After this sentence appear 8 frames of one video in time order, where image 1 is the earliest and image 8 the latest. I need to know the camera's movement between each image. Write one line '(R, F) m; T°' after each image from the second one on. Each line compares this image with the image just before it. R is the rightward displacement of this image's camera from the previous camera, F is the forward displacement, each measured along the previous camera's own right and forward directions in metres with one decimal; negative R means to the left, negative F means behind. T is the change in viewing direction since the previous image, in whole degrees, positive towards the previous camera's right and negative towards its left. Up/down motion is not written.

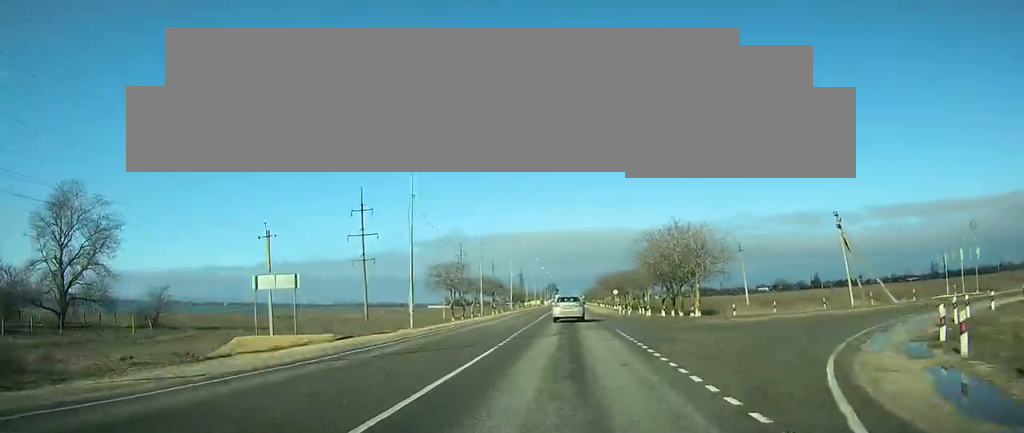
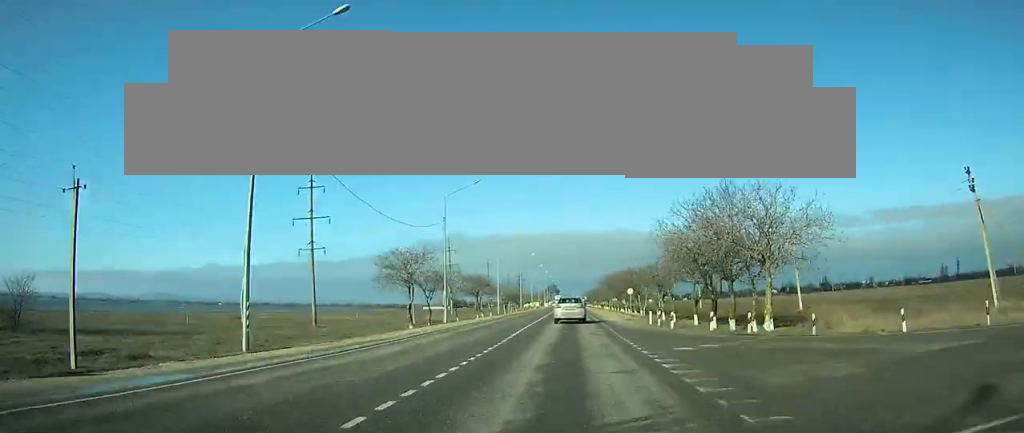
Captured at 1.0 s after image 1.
(-0.1, +20.7) m; 0°
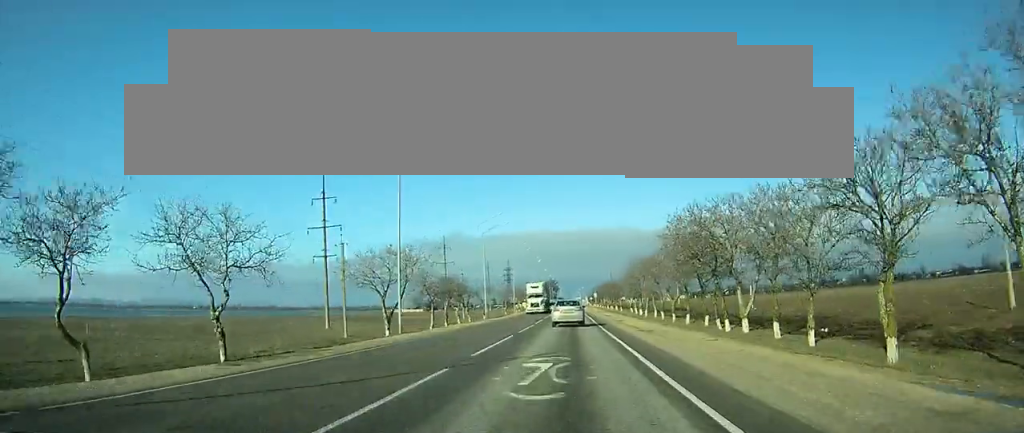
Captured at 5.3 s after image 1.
(-1.9, +89.0) m; -1°
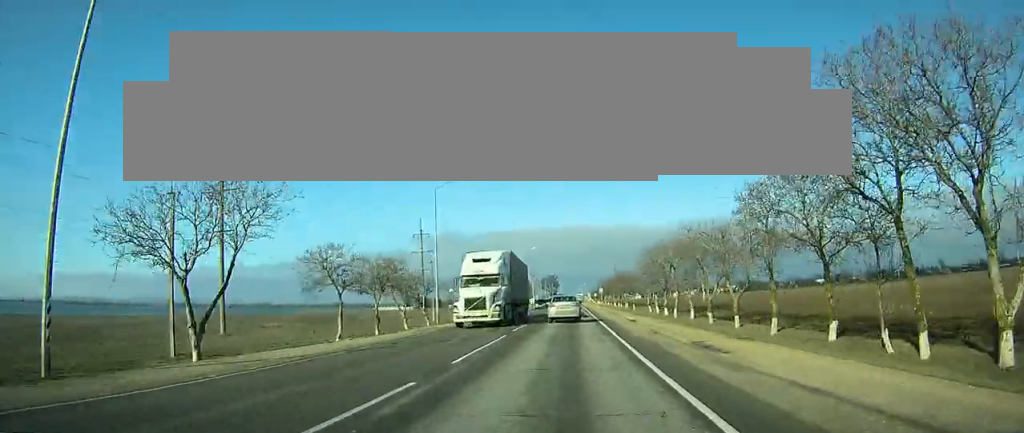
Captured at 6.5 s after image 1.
(+0.4, +26.1) m; +1°
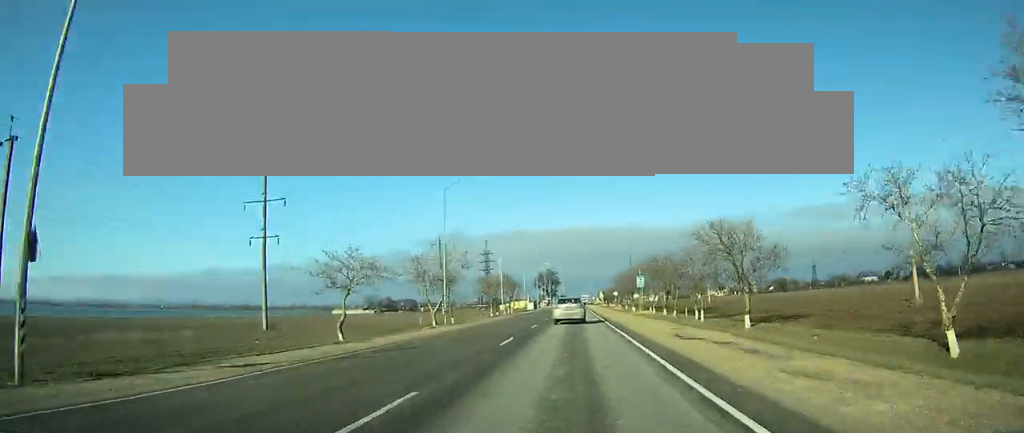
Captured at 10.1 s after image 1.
(+0.3, +71.3) m; 0°
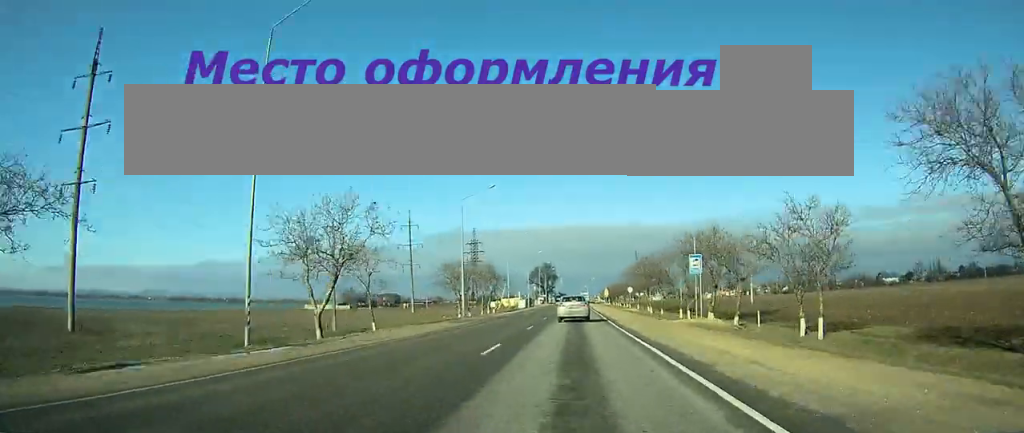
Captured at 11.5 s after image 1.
(0.0, +27.4) m; +1°
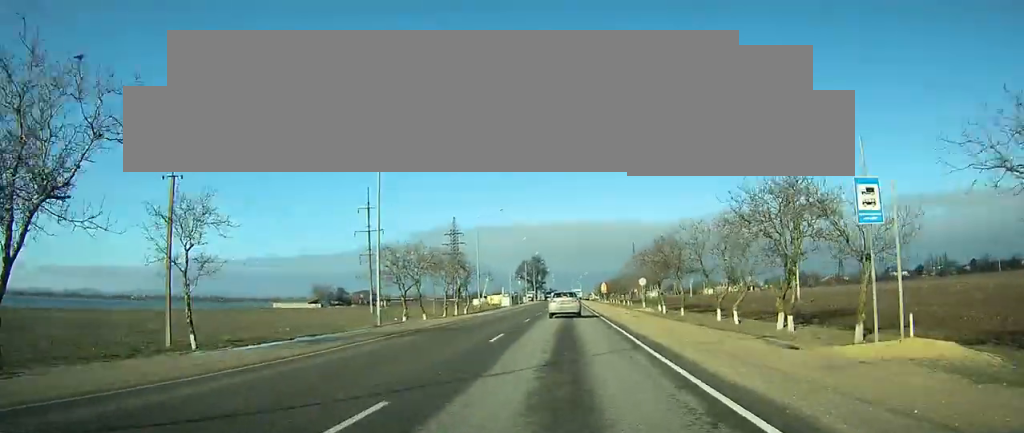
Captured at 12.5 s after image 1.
(+0.1, +20.2) m; 0°
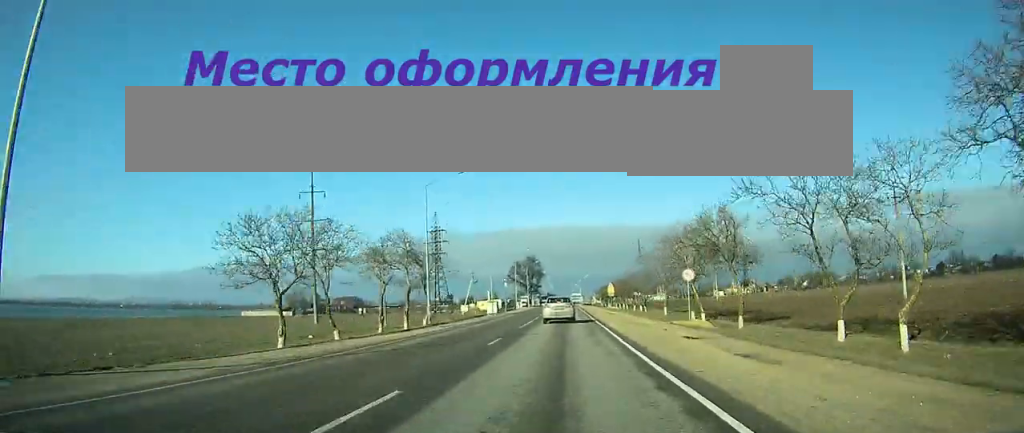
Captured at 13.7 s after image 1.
(+0.2, +22.5) m; 0°
